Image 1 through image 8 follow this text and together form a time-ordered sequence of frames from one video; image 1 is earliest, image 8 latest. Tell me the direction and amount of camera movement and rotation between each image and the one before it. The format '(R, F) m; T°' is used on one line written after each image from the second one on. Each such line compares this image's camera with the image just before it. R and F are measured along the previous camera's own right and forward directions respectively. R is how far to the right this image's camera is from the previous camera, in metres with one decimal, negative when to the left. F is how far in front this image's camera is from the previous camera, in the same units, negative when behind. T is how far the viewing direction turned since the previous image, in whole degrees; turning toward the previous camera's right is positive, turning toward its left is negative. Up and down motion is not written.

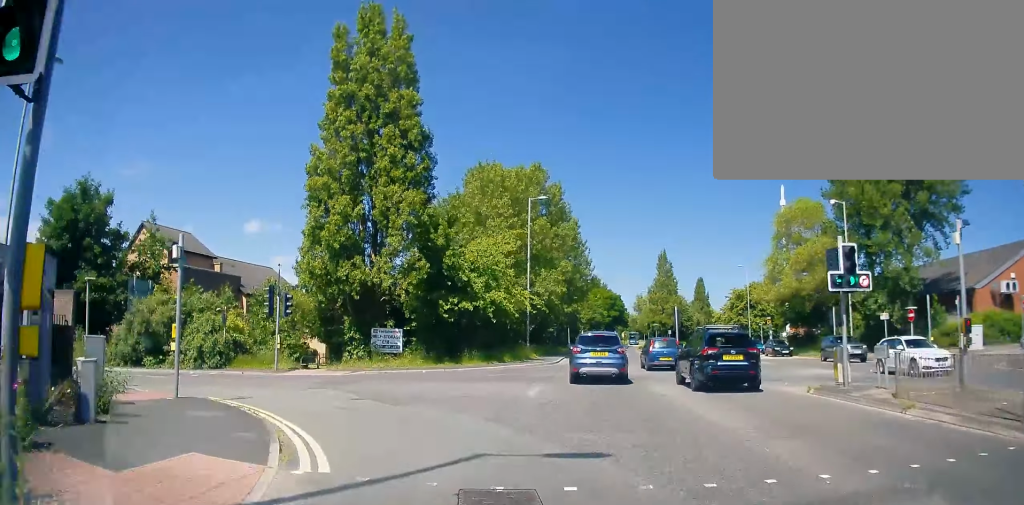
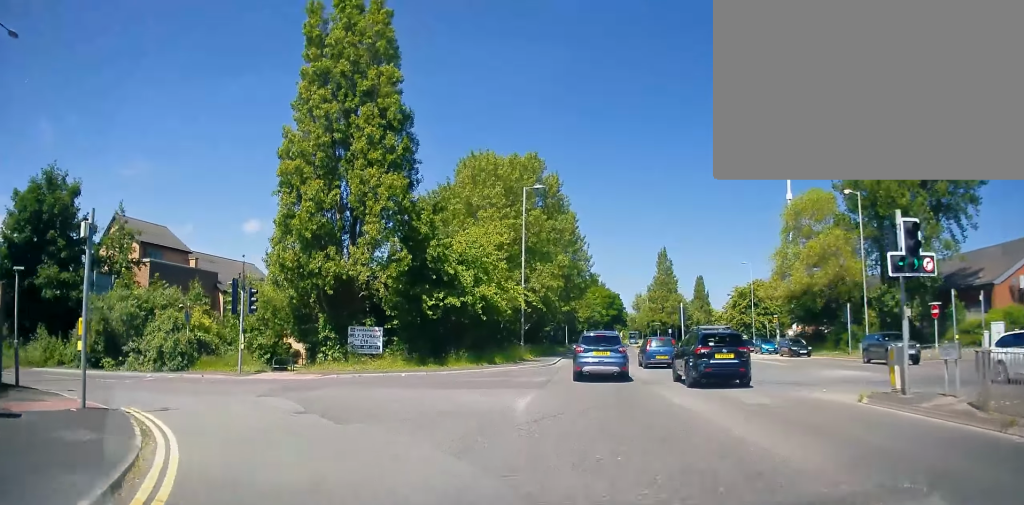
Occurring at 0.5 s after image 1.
(+0.1, +2.9) m; -1°
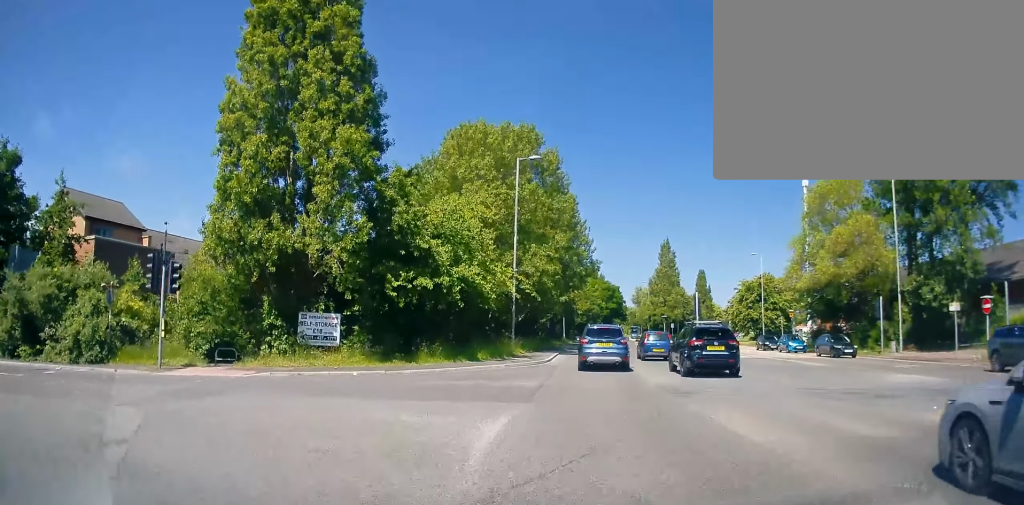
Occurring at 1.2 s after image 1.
(-0.2, +5.3) m; -1°
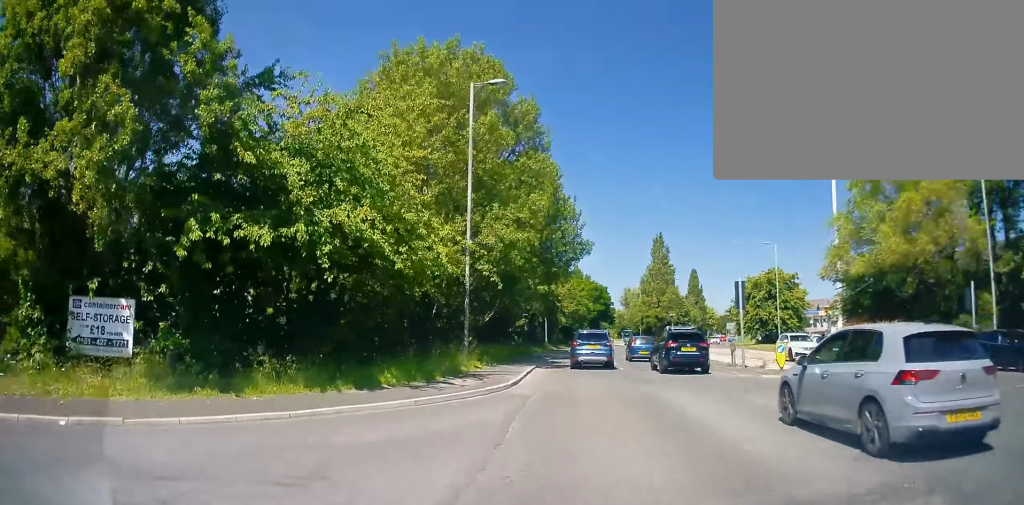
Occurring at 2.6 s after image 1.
(0.0, +11.6) m; +2°
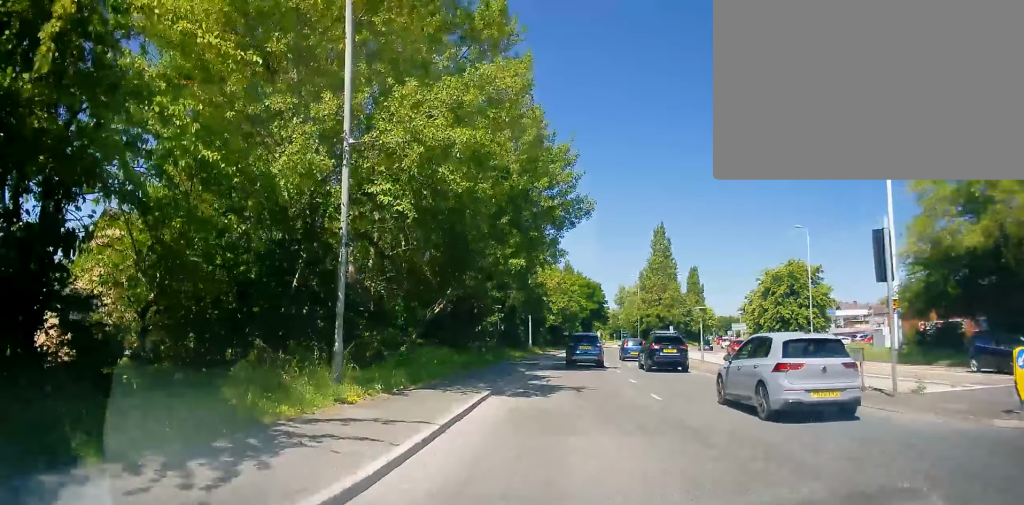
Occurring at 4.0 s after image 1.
(+0.1, +12.4) m; +2°
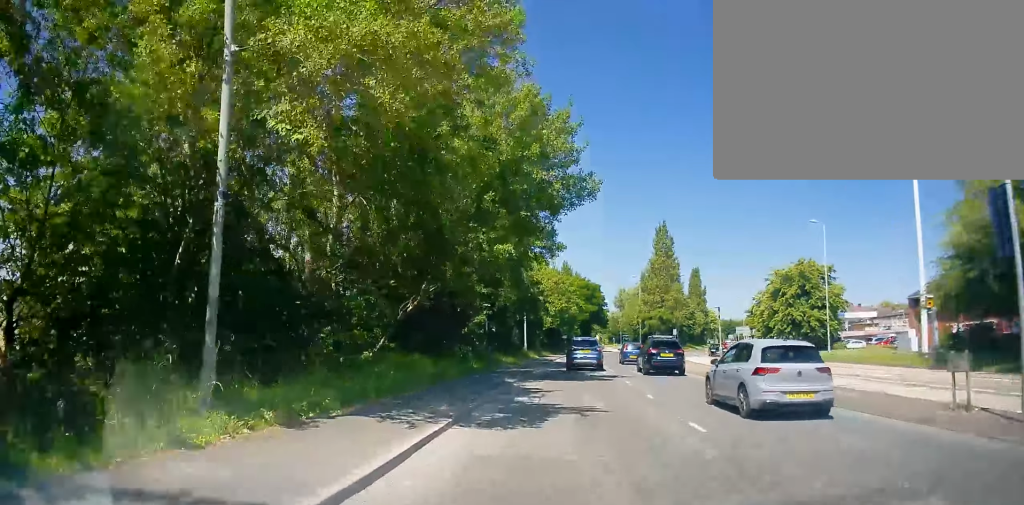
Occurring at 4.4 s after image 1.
(-0.1, +4.2) m; +1°
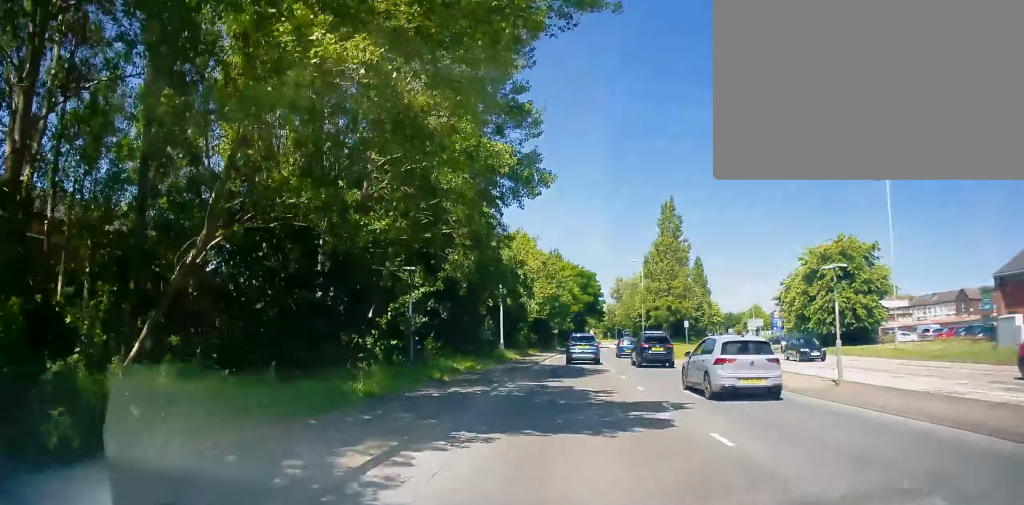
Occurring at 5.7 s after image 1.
(+0.5, +13.1) m; 0°
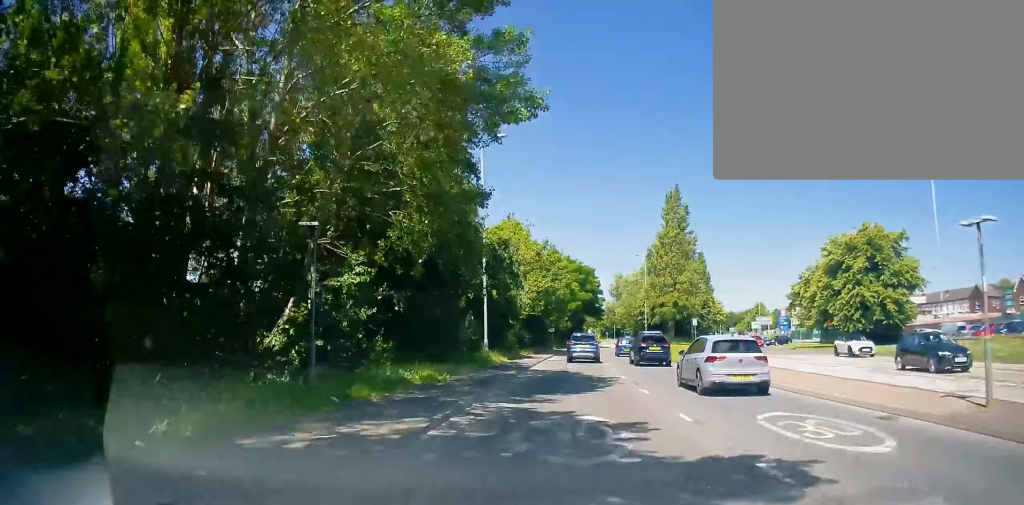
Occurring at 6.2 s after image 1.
(-0.3, +6.3) m; -2°
